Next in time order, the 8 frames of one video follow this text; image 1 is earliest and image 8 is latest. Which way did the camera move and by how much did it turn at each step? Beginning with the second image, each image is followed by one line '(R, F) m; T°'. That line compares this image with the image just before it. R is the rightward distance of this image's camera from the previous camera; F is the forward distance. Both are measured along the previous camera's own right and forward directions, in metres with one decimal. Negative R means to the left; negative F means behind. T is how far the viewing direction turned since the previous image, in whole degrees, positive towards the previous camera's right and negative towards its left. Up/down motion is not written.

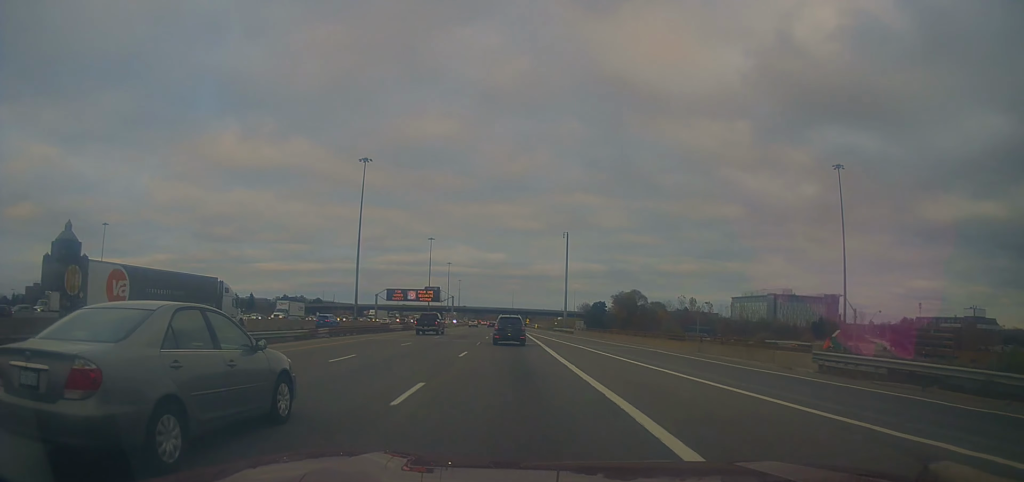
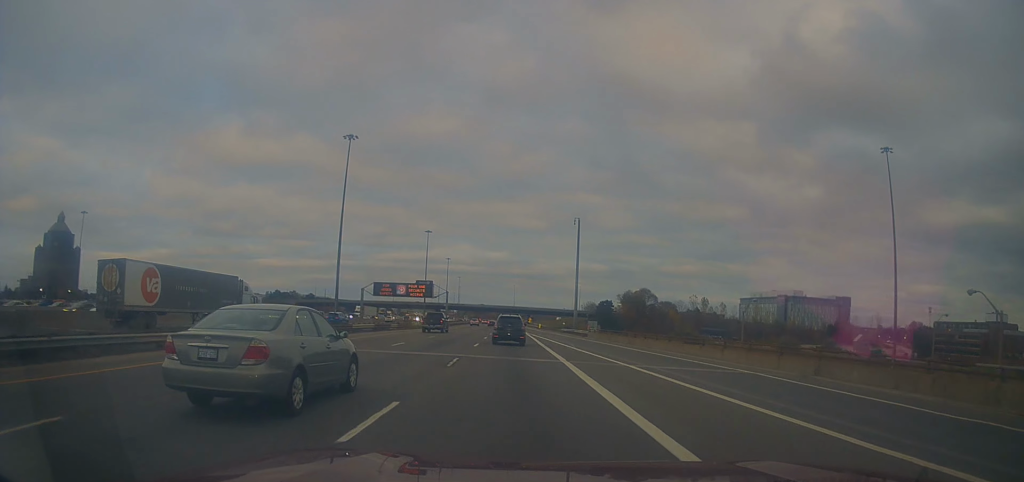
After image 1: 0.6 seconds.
(0.0, +14.8) m; 0°
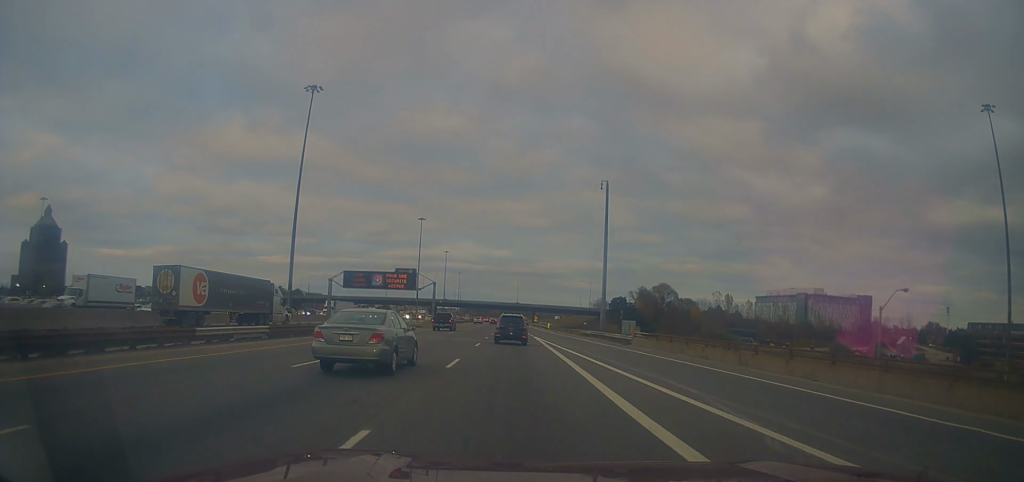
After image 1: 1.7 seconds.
(-0.2, +24.8) m; -1°
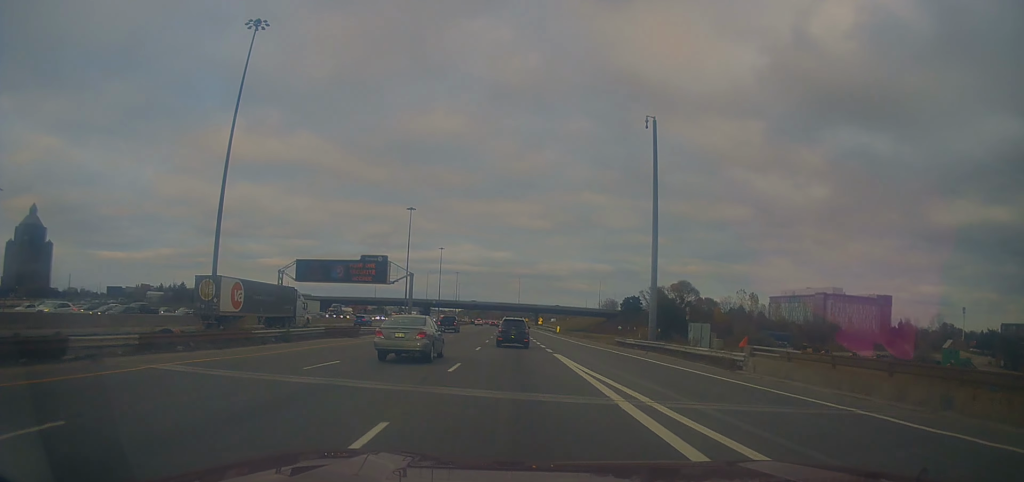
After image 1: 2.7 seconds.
(-0.1, +23.3) m; -1°
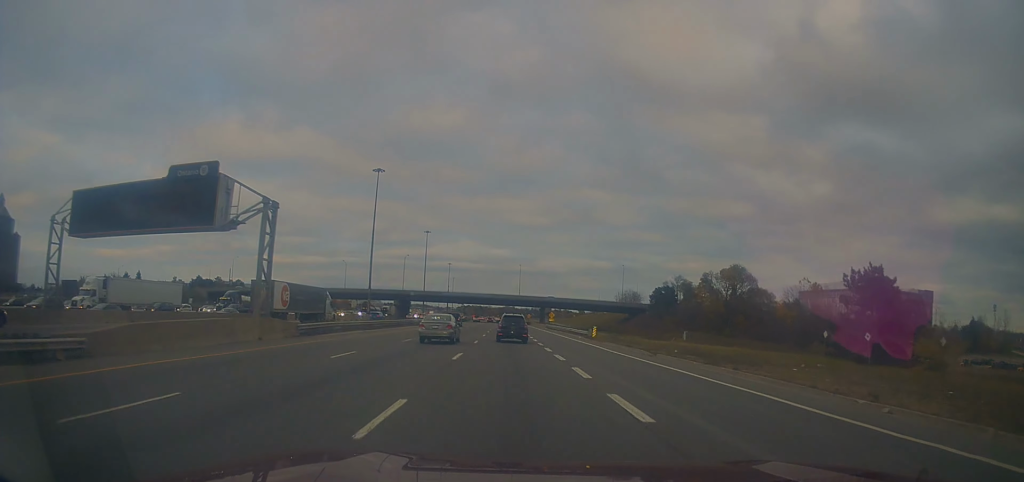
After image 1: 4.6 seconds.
(+0.6, +45.4) m; +3°
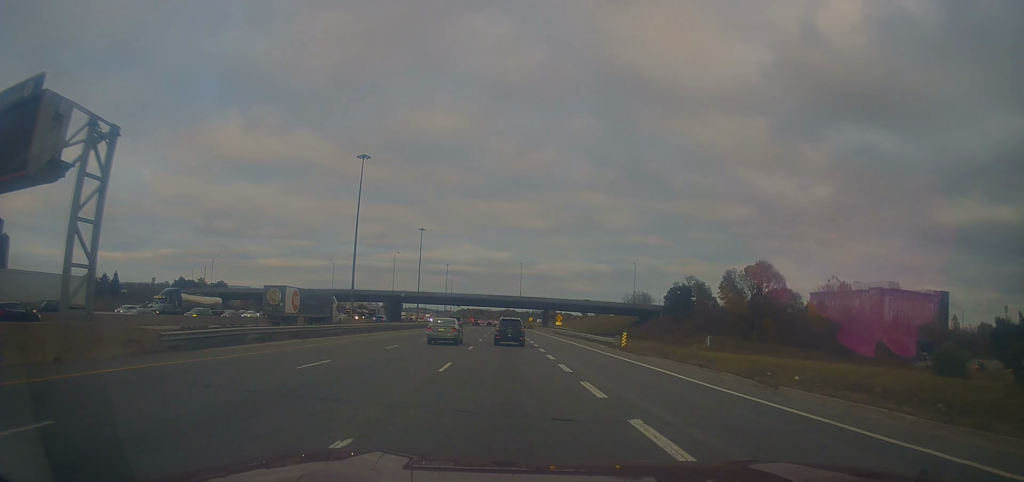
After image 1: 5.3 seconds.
(+0.5, +14.9) m; -1°
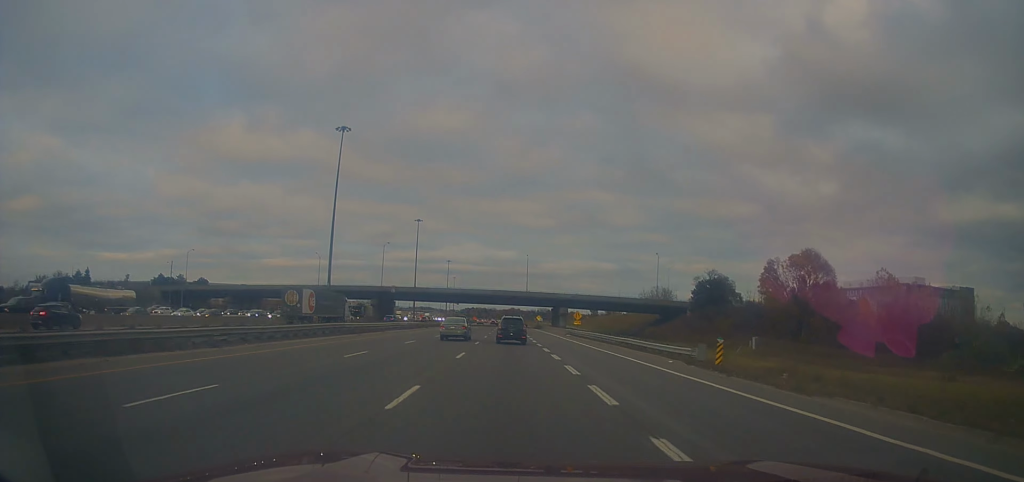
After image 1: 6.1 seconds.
(-0.7, +19.1) m; -1°
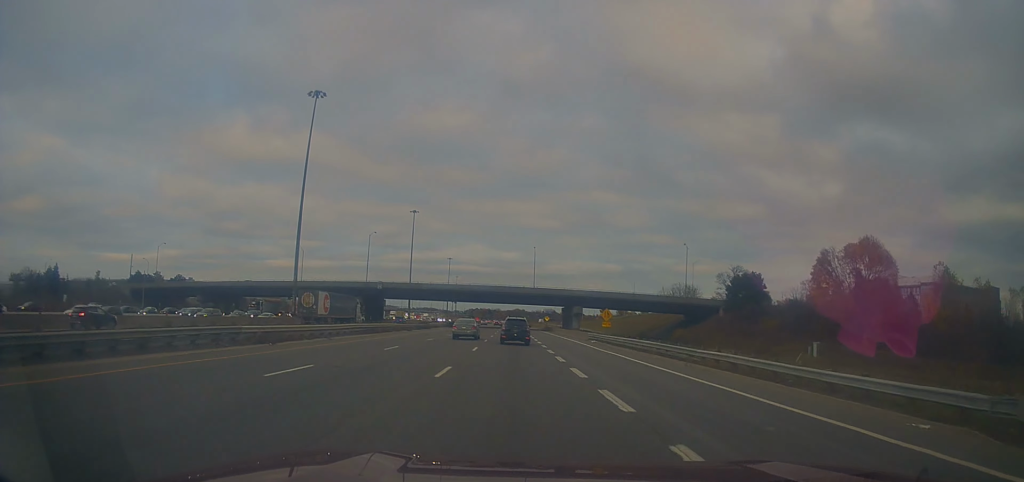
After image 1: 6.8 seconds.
(0.0, +18.6) m; 0°
